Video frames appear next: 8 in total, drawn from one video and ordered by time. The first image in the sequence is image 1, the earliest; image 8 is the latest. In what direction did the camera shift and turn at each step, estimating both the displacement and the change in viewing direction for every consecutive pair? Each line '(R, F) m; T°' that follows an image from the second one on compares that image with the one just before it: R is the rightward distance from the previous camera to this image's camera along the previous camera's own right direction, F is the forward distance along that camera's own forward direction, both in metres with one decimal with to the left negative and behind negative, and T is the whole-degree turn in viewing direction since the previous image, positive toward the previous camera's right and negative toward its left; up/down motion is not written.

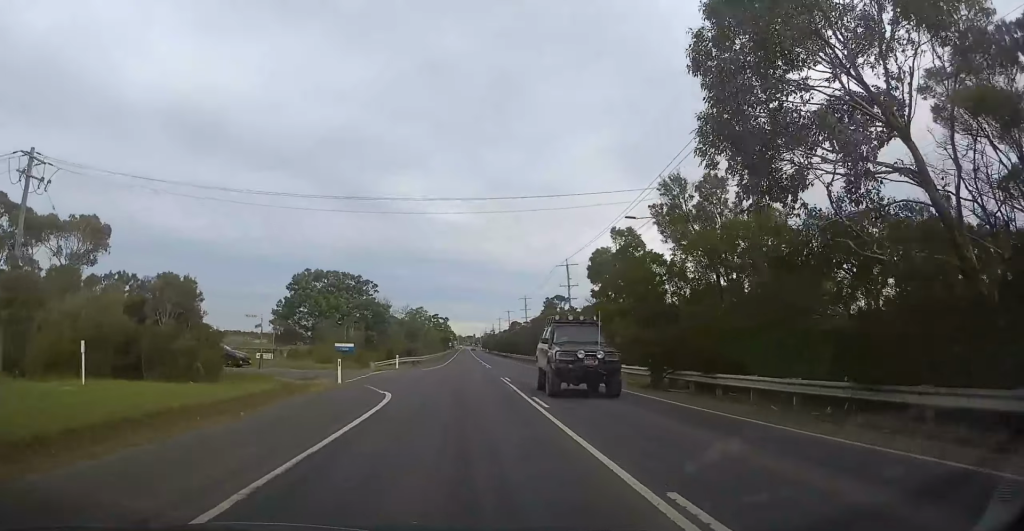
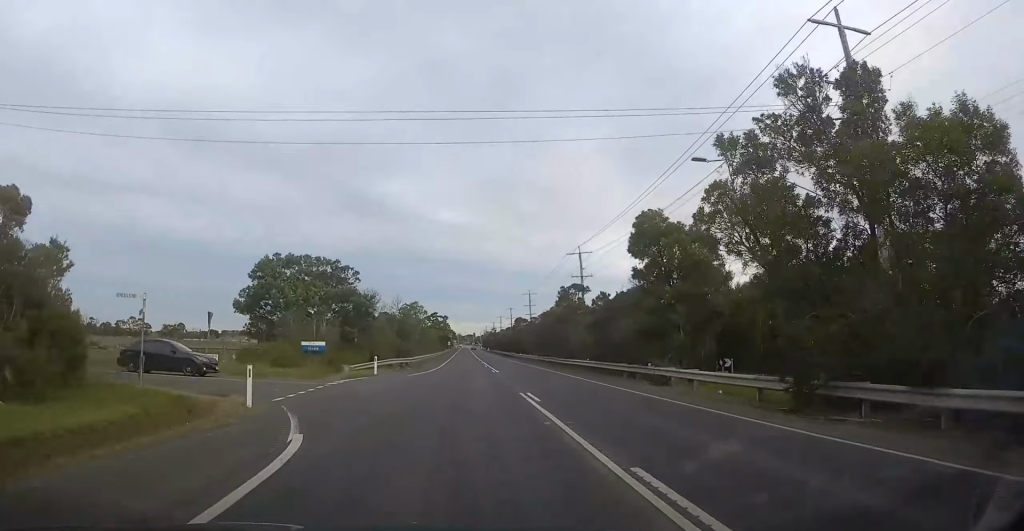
(-0.3, +10.1) m; 0°
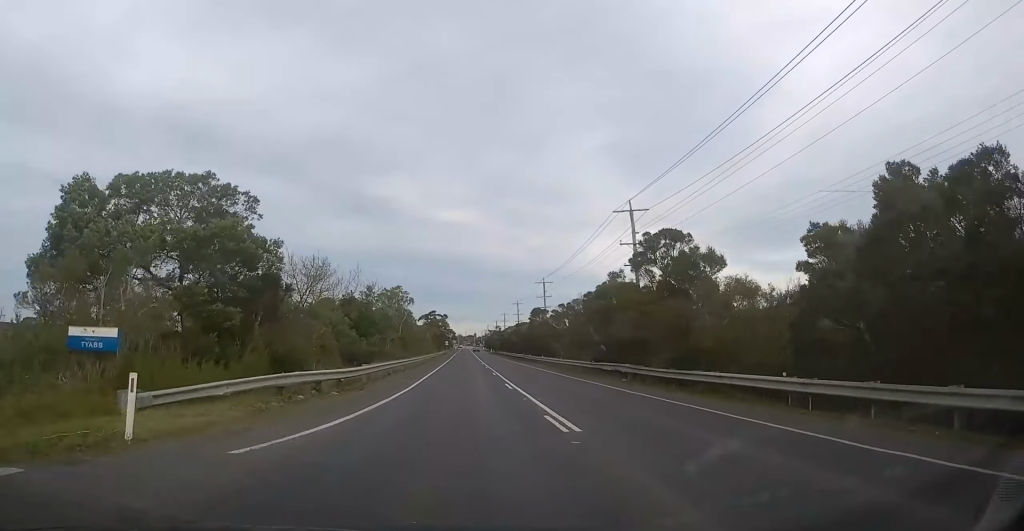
(+0.5, +25.8) m; 0°
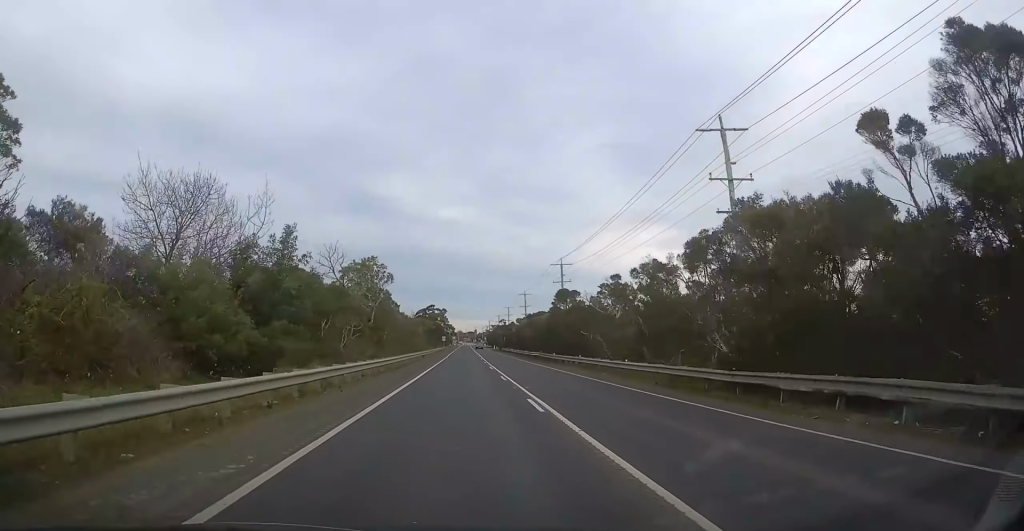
(-0.6, +20.1) m; 0°
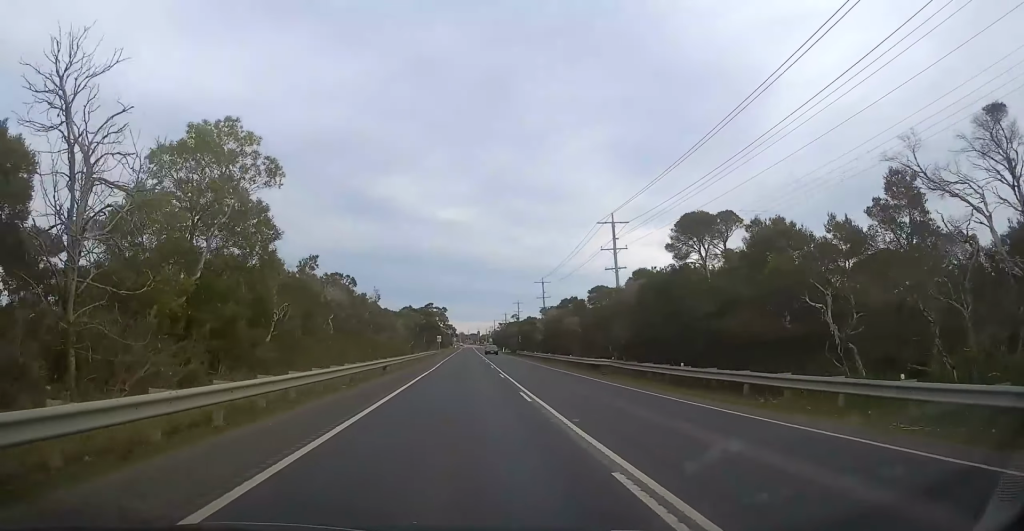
(+0.8, +33.3) m; +1°
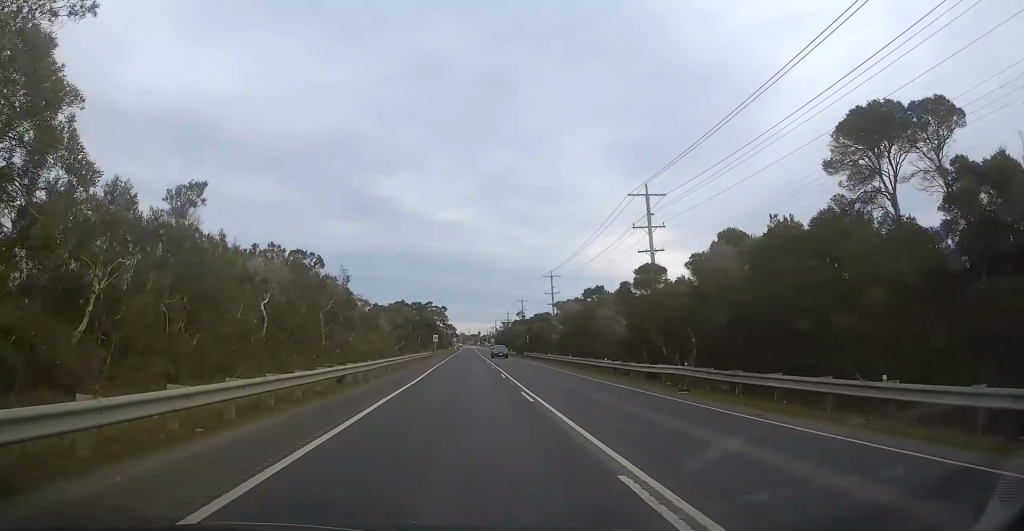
(+0.1, +11.8) m; -1°
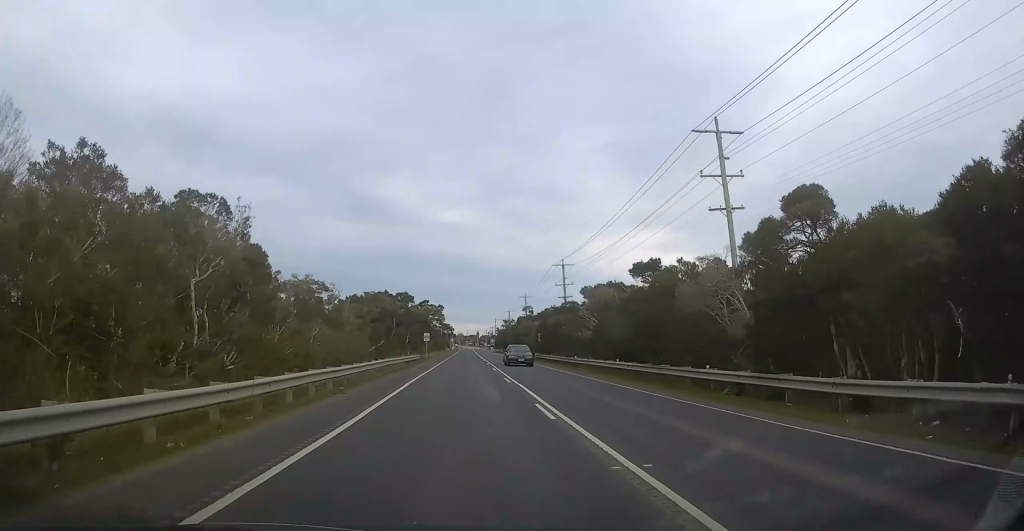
(-0.4, +15.4) m; 0°
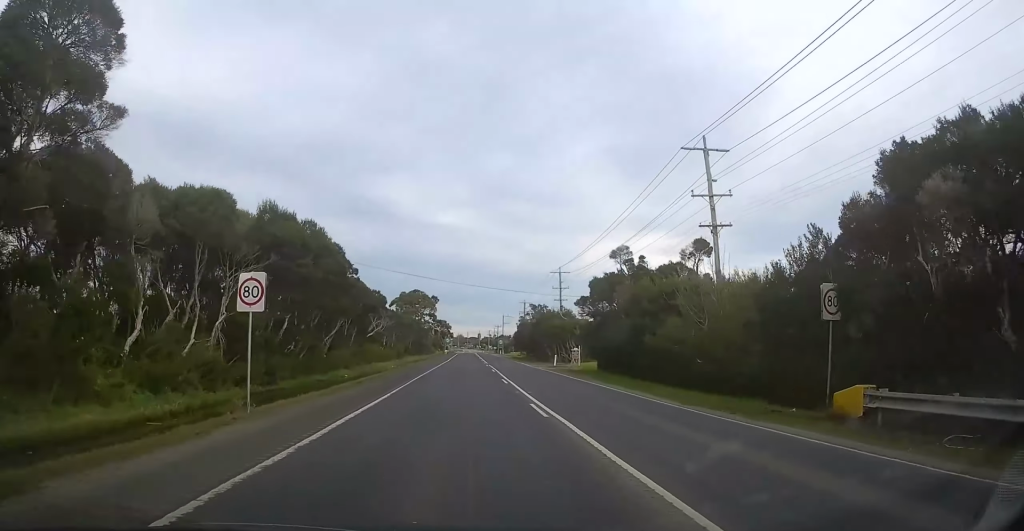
(-0.2, +58.5) m; 0°
